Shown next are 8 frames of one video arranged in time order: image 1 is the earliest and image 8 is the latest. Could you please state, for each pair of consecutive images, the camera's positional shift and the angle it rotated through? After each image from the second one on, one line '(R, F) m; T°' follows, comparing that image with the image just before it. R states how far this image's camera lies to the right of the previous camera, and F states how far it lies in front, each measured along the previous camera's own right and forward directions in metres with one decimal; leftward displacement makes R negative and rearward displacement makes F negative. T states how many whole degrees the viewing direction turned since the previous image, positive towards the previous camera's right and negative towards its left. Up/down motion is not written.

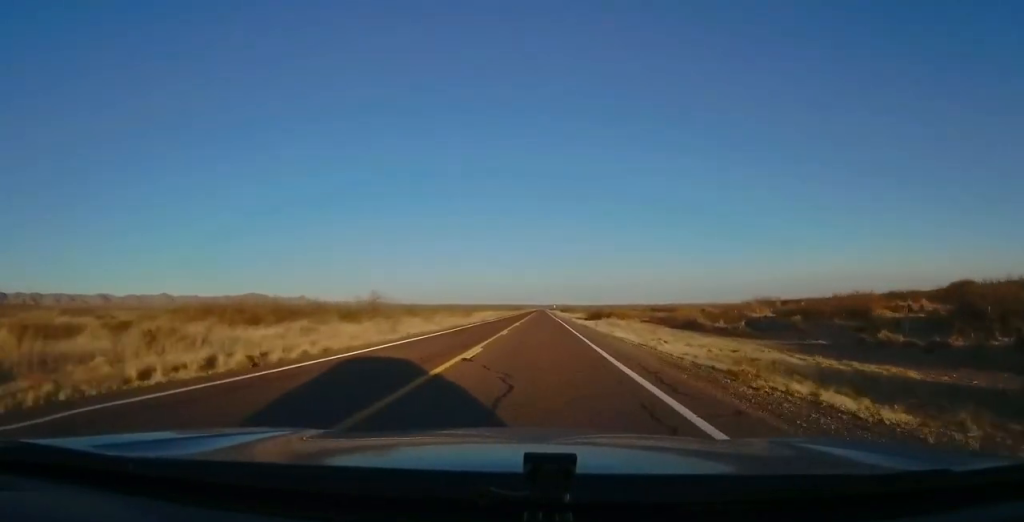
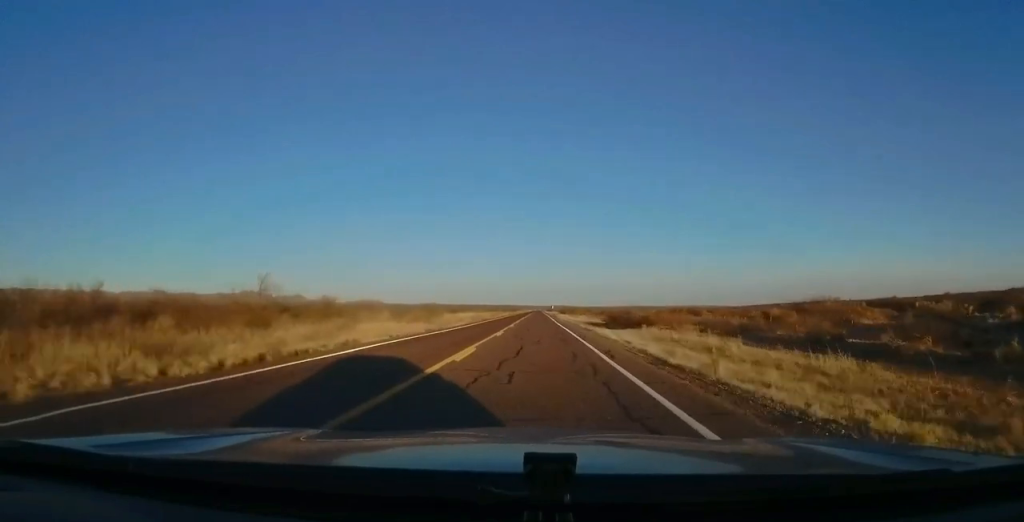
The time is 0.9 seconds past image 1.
(0.0, +25.0) m; -1°
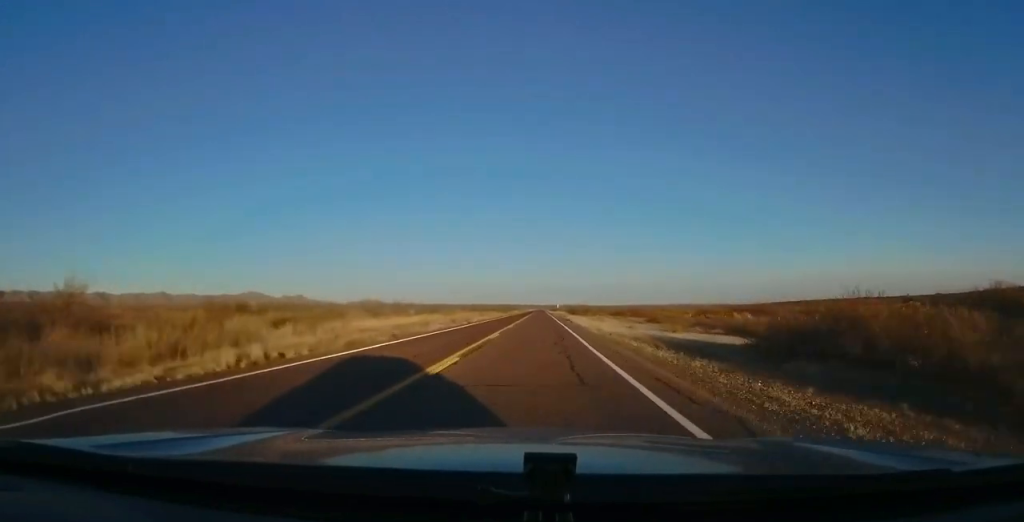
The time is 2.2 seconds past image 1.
(-0.9, +38.4) m; -2°
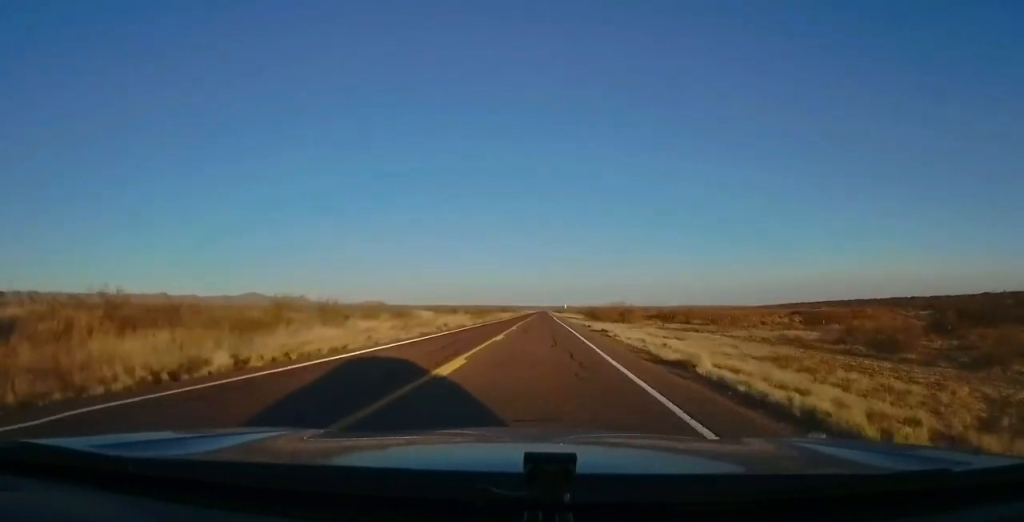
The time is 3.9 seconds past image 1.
(+0.1, +48.1) m; +1°
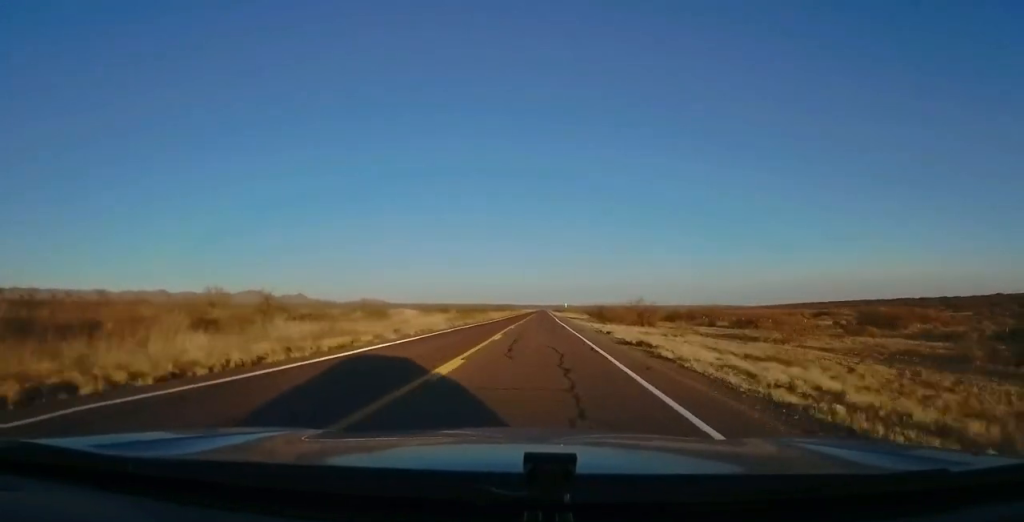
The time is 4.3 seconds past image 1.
(+0.3, +12.5) m; 0°
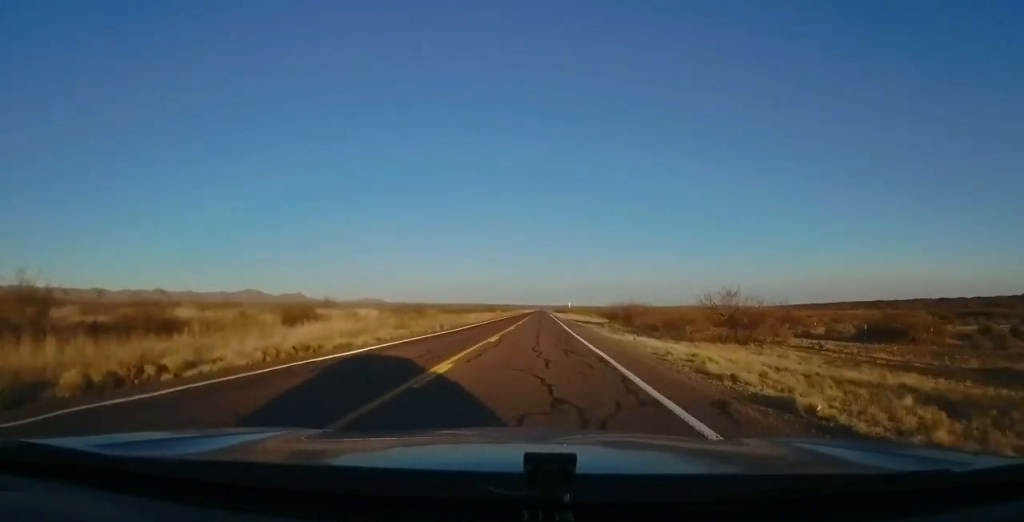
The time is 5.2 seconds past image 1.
(-0.3, +25.1) m; 0°
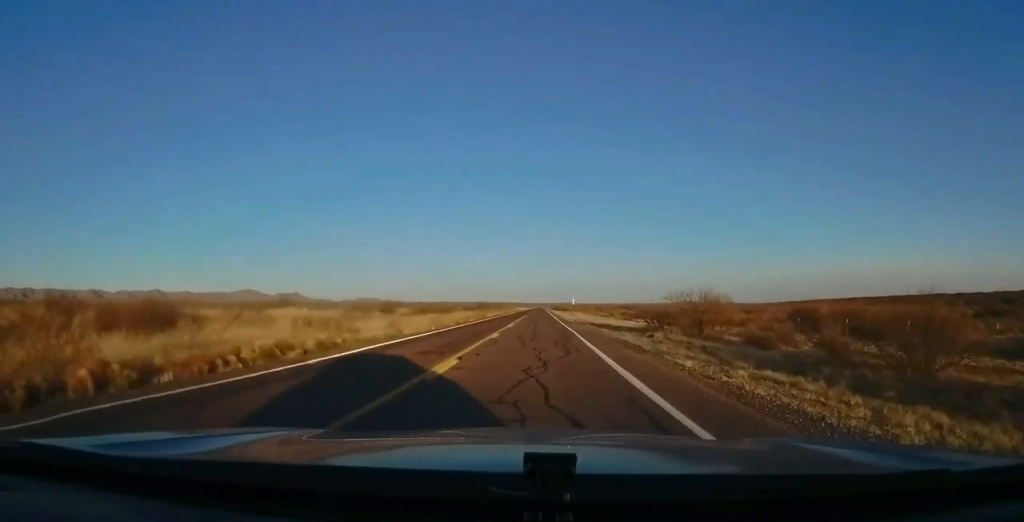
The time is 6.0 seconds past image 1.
(+0.1, +23.1) m; 0°
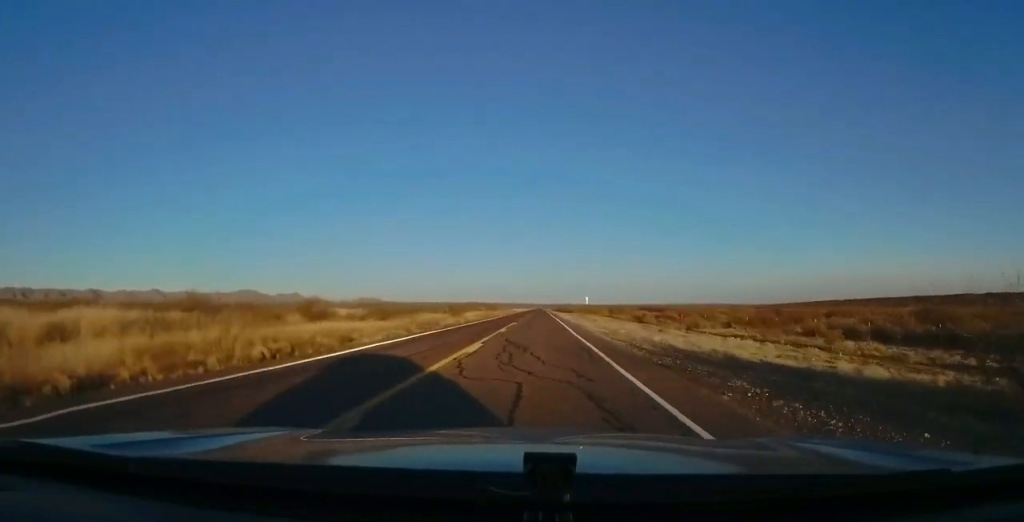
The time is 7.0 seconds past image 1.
(0.0, +30.7) m; 0°
